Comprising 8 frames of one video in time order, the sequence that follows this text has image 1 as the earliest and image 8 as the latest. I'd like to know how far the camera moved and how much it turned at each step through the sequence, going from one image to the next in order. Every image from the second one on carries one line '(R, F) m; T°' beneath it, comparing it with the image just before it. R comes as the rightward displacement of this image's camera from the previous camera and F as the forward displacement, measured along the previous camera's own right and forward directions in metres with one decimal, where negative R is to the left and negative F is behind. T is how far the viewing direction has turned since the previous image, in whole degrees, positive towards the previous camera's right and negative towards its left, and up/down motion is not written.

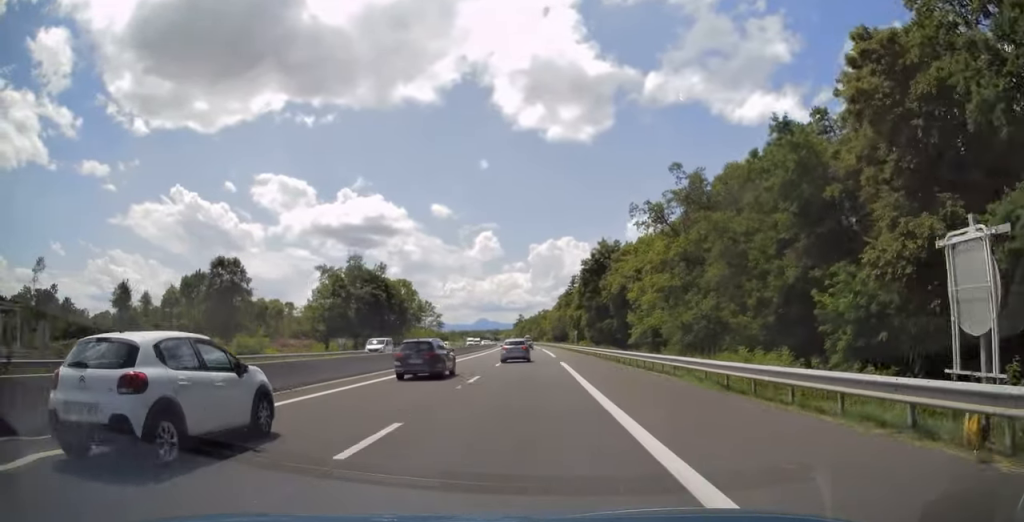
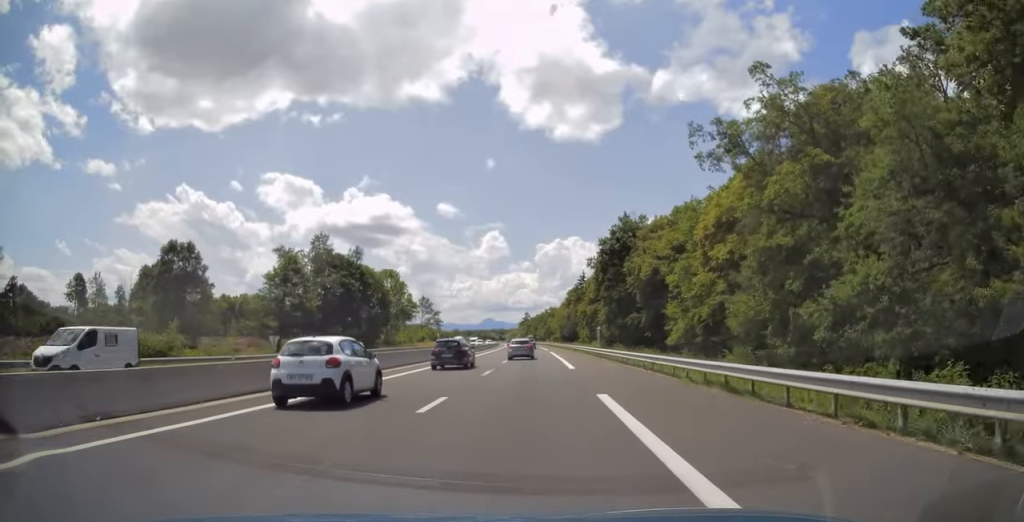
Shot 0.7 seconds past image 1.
(0.0, +21.7) m; -1°
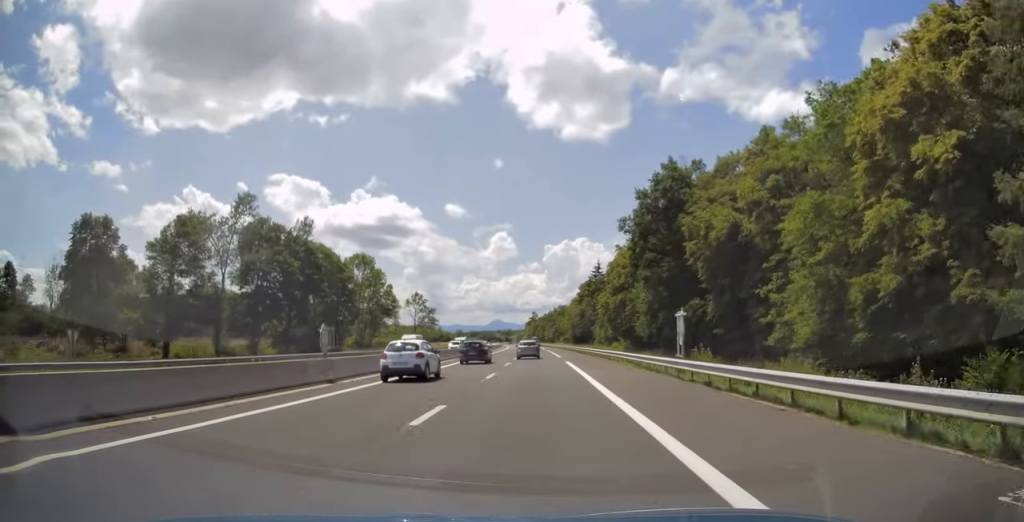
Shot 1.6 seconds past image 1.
(-0.7, +27.8) m; -1°
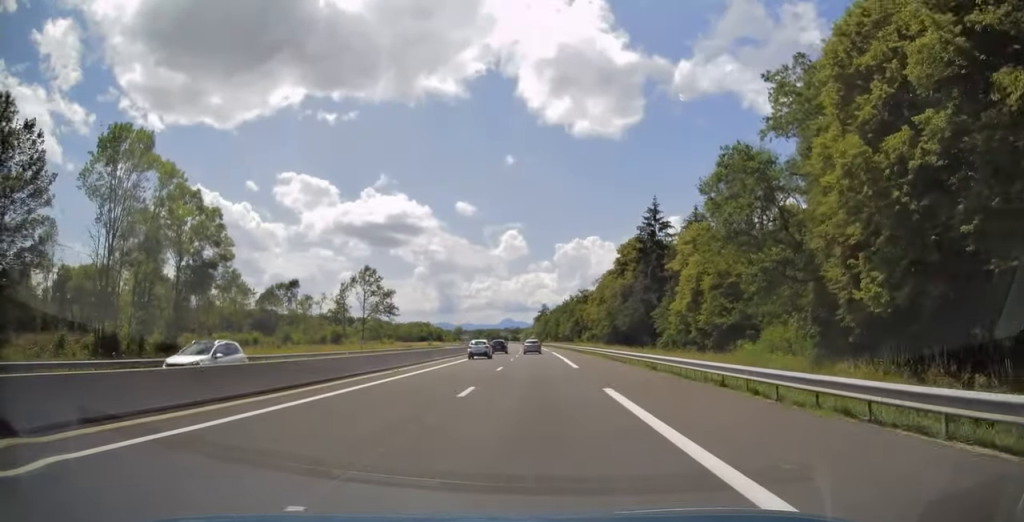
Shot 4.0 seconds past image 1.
(-0.3, +74.2) m; -1°
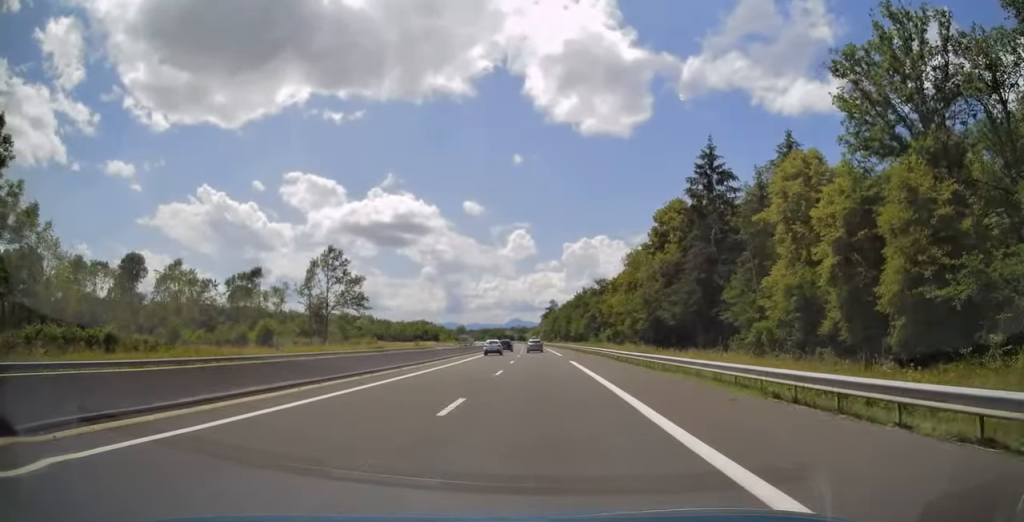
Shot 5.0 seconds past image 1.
(-0.2, +30.4) m; -1°
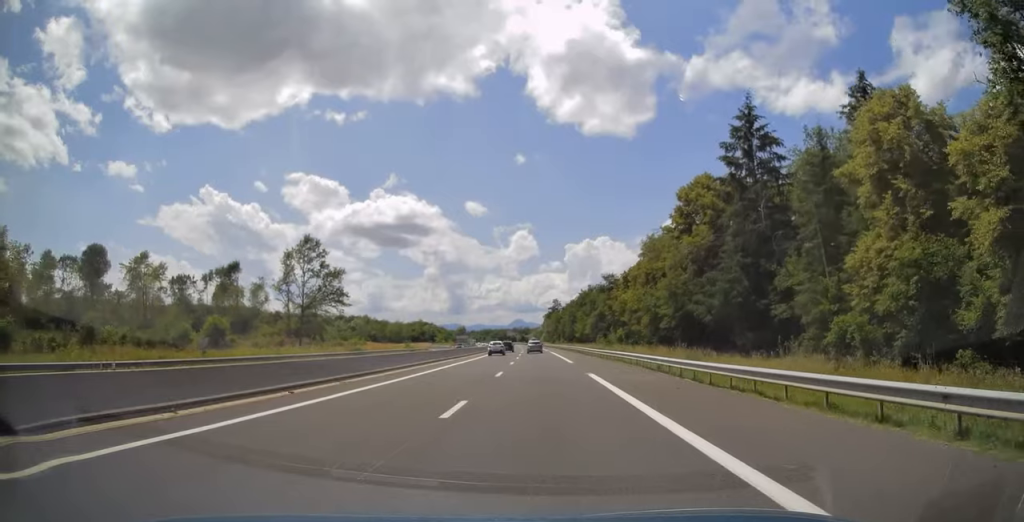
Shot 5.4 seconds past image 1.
(-0.1, +13.4) m; 0°
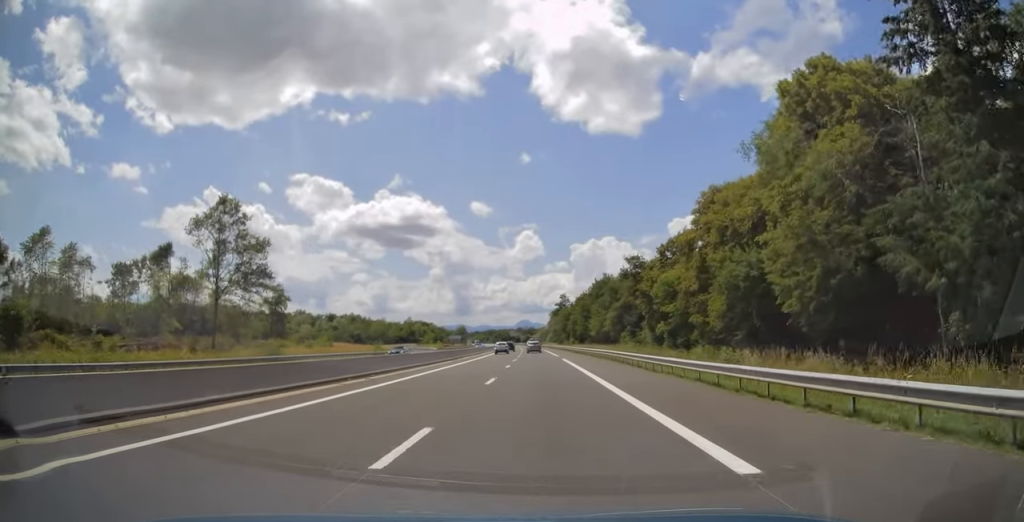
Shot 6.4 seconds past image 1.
(0.0, +30.9) m; 0°
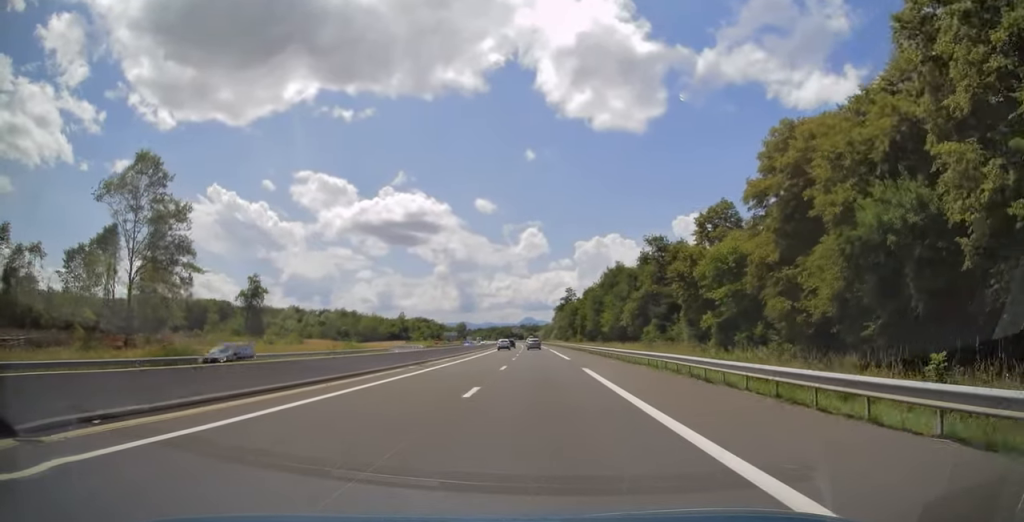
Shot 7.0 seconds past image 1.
(0.0, +18.5) m; 0°
